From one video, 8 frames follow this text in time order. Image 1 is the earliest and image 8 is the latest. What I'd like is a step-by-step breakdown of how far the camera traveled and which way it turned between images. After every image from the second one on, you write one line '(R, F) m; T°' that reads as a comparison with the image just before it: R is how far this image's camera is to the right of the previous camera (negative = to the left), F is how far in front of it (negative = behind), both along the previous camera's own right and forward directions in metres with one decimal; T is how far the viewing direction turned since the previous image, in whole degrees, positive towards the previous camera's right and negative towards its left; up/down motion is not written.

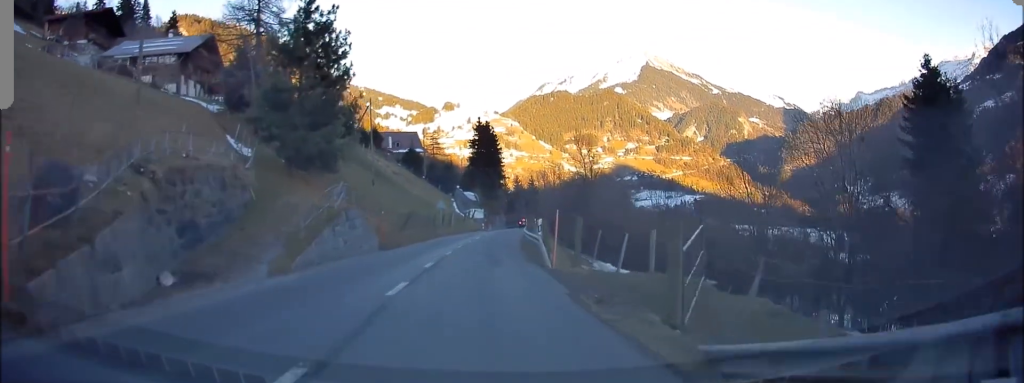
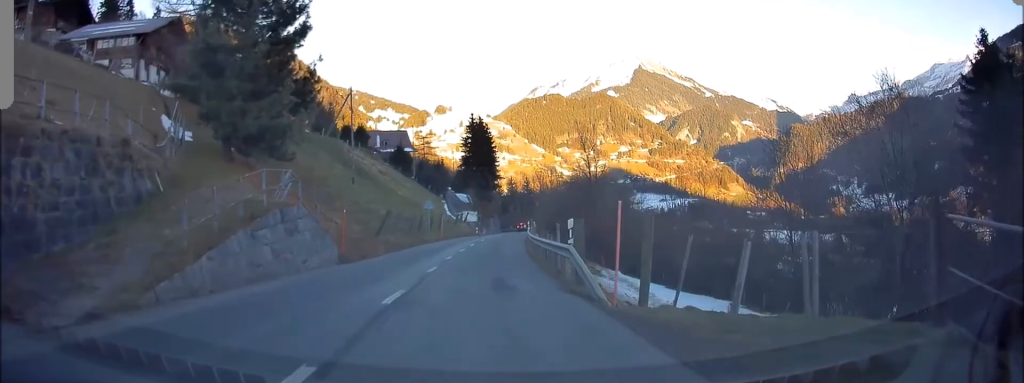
(0.0, +7.0) m; +1°
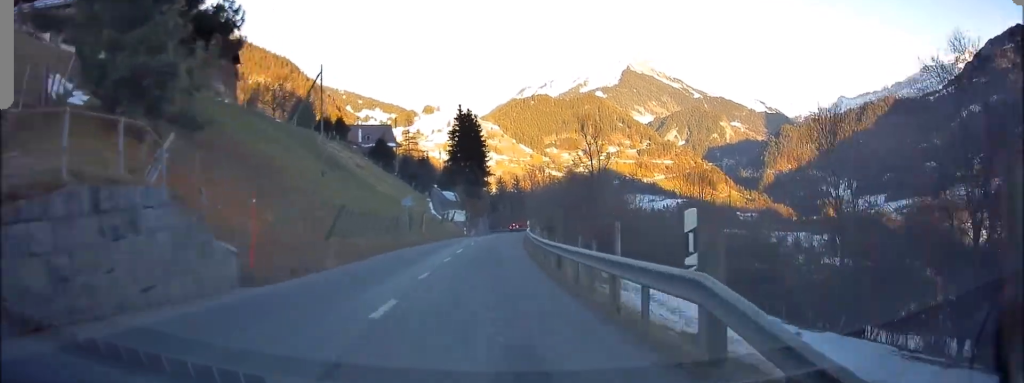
(-0.1, +8.3) m; +1°
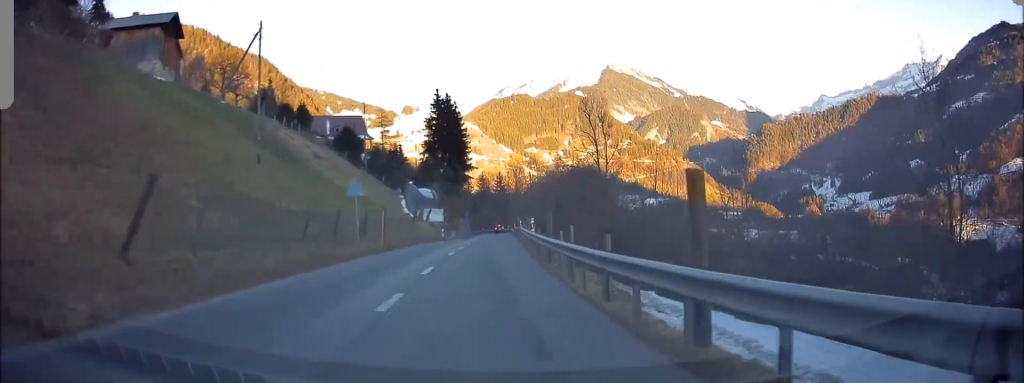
(+0.2, +11.7) m; +2°
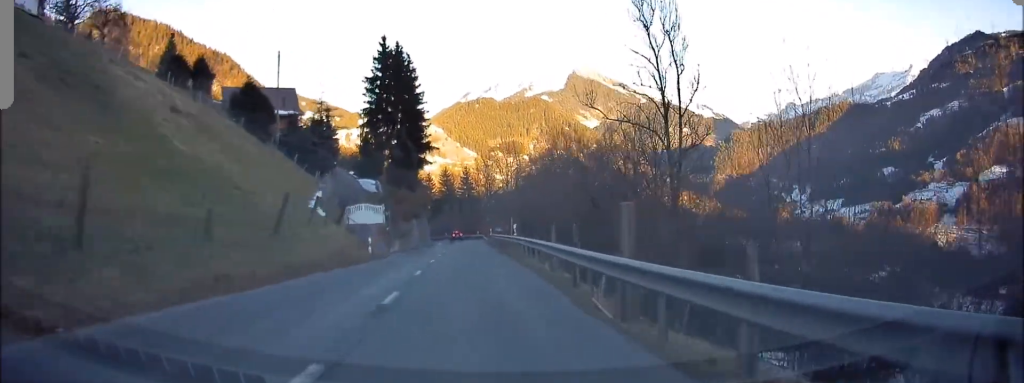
(+0.9, +25.3) m; +3°
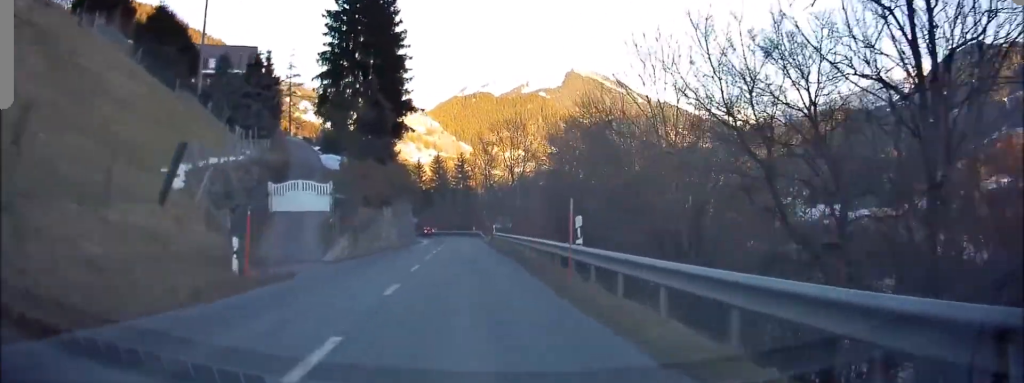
(+0.1, +17.3) m; +1°
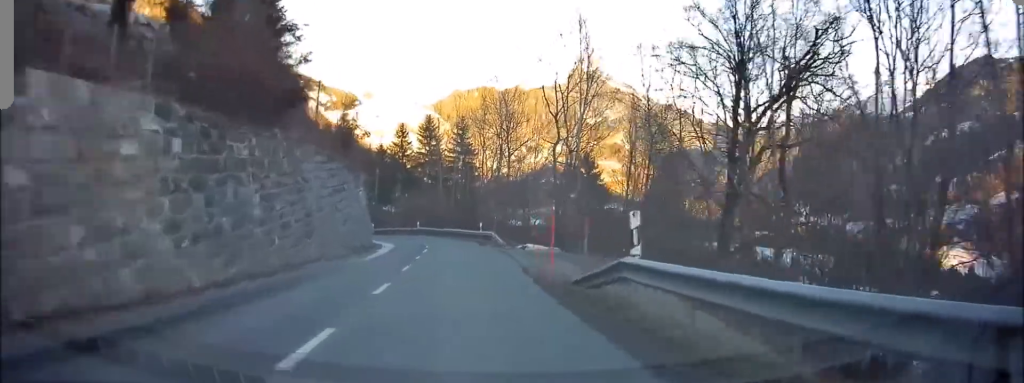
(+0.1, +35.1) m; 0°
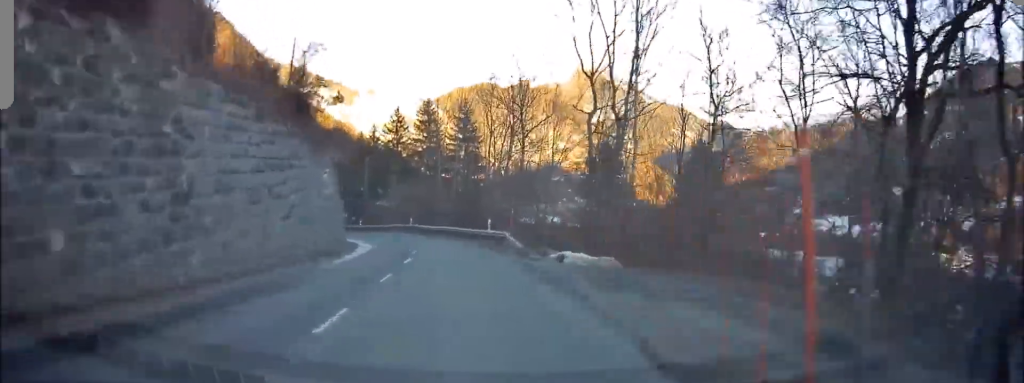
(0.0, +9.6) m; -1°
